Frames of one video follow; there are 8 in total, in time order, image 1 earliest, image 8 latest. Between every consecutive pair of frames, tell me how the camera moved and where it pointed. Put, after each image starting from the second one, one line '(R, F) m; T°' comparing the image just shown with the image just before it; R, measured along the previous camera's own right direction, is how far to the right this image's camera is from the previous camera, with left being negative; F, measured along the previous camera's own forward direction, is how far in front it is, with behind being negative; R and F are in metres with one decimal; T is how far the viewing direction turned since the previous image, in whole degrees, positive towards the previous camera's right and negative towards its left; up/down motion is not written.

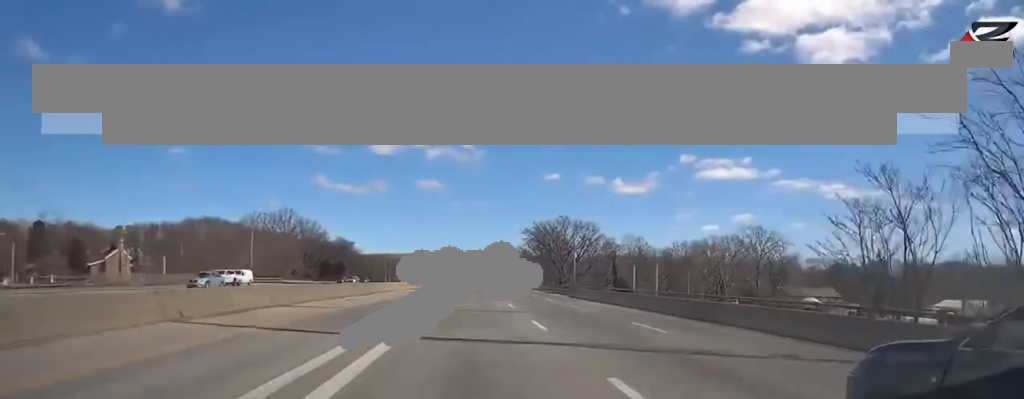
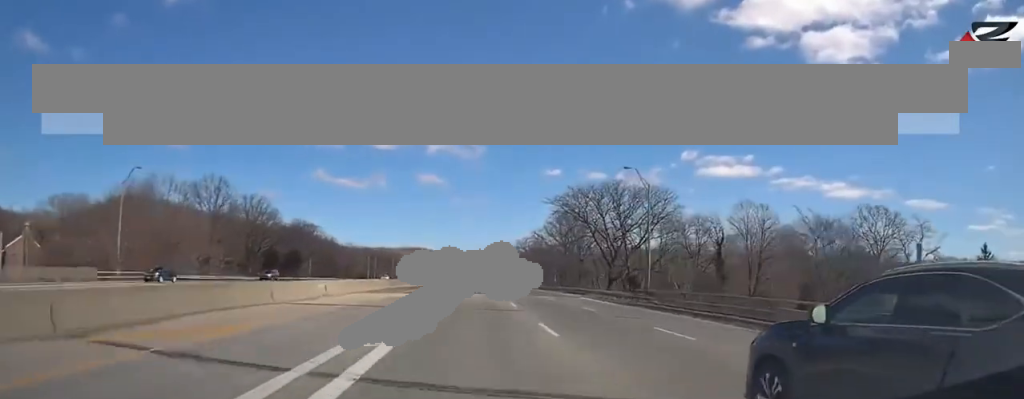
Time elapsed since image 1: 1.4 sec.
(-0.1, +39.2) m; 0°
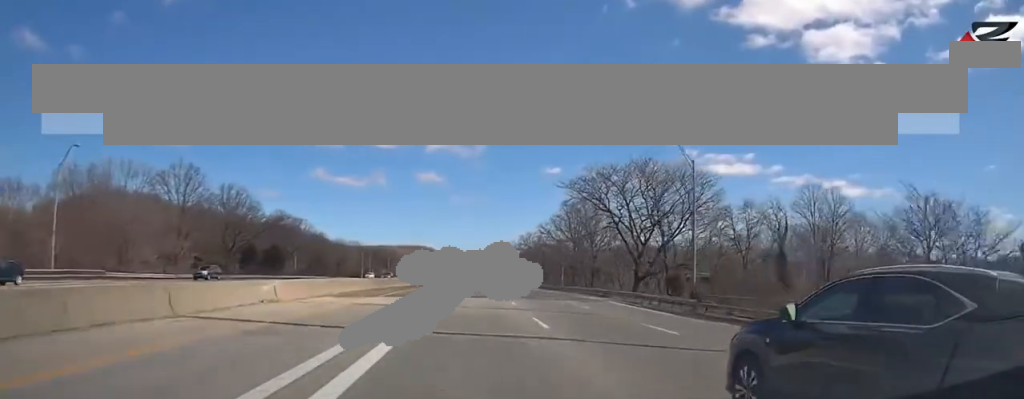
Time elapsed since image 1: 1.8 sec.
(0.0, +11.5) m; 0°
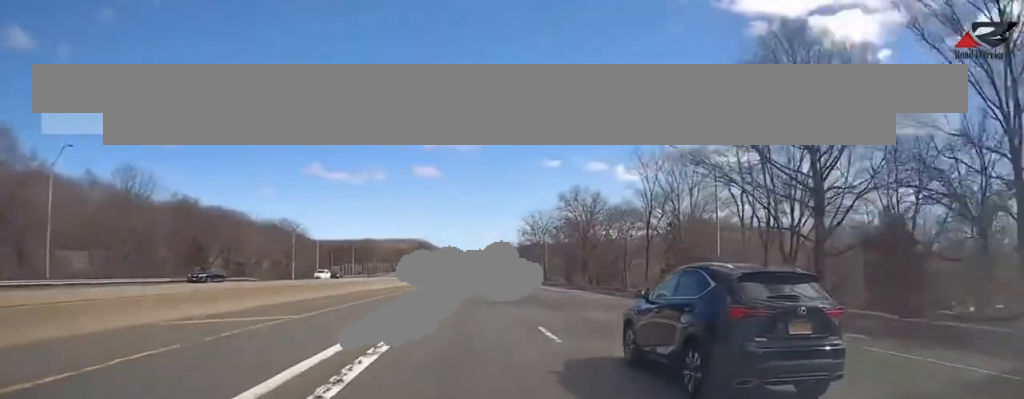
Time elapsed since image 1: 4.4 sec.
(-0.1, +76.4) m; 0°
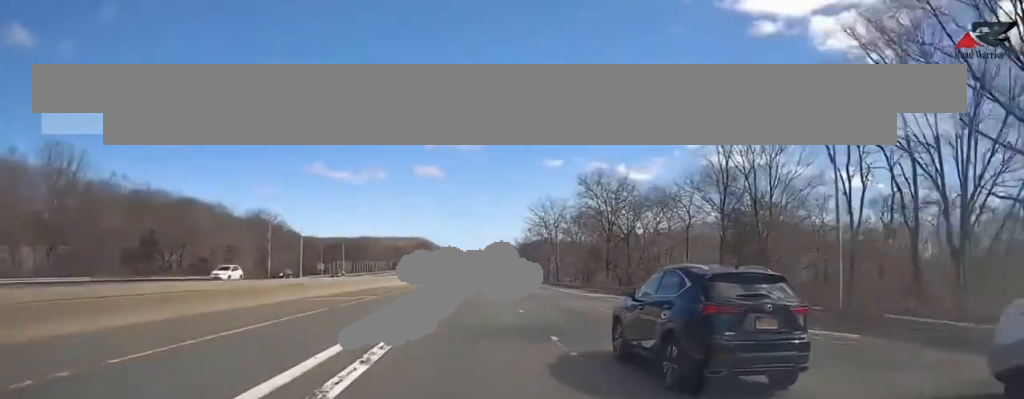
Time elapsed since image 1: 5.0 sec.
(0.0, +15.2) m; 0°
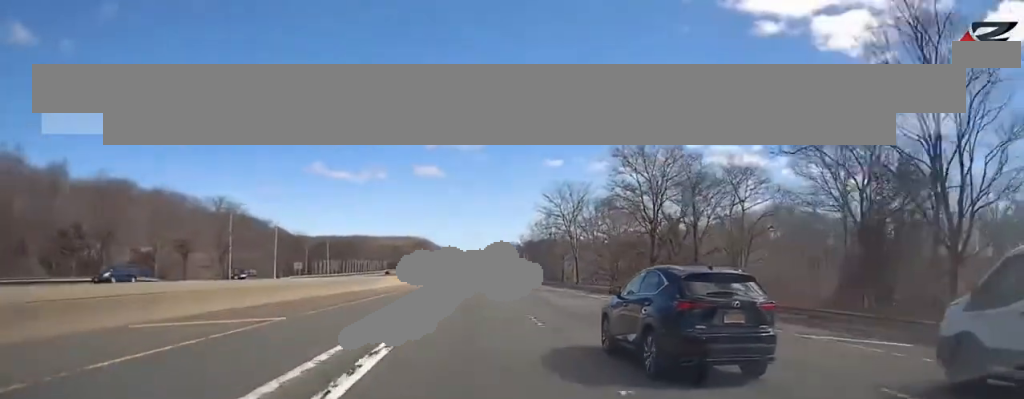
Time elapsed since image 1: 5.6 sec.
(+0.1, +18.0) m; 0°
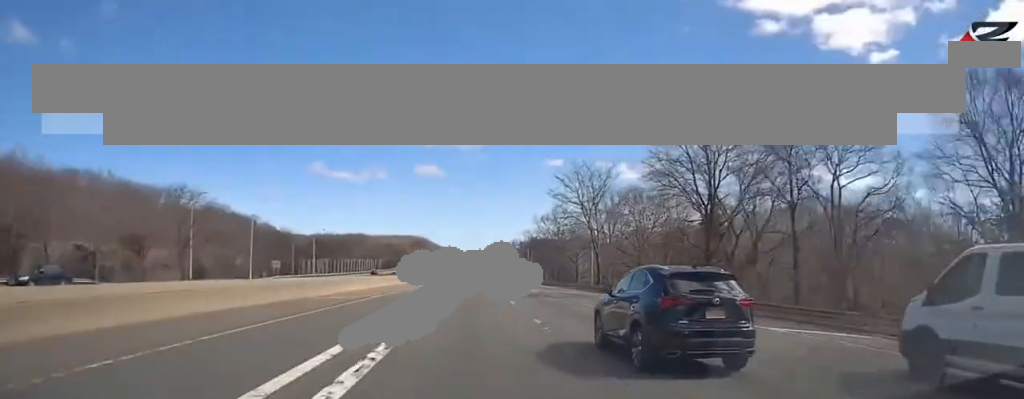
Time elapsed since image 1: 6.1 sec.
(0.0, +13.2) m; 0°
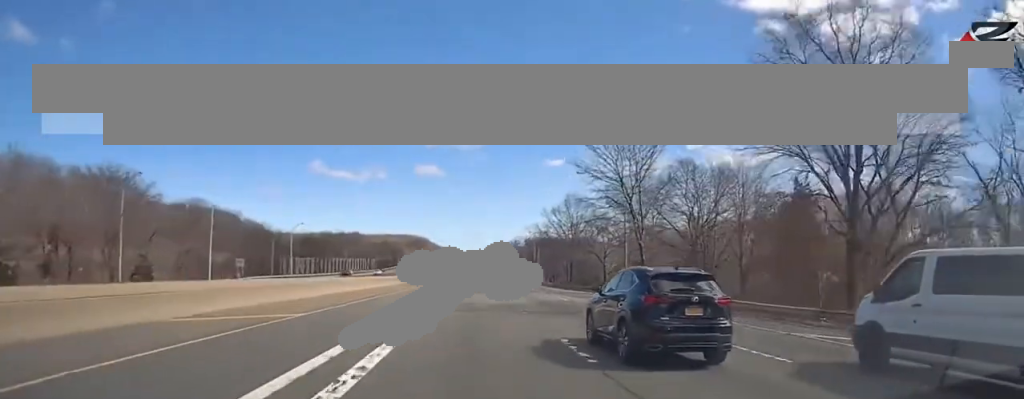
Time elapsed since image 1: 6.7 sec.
(-0.1, +16.9) m; 0°
